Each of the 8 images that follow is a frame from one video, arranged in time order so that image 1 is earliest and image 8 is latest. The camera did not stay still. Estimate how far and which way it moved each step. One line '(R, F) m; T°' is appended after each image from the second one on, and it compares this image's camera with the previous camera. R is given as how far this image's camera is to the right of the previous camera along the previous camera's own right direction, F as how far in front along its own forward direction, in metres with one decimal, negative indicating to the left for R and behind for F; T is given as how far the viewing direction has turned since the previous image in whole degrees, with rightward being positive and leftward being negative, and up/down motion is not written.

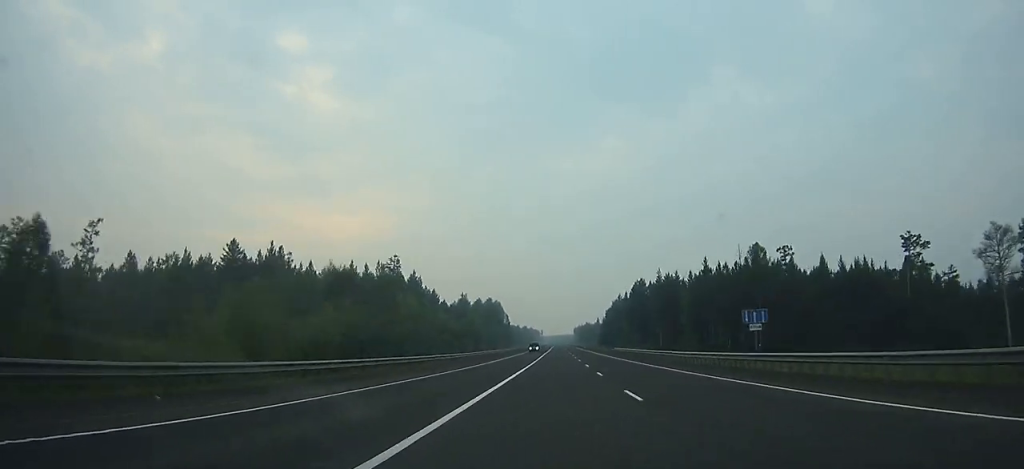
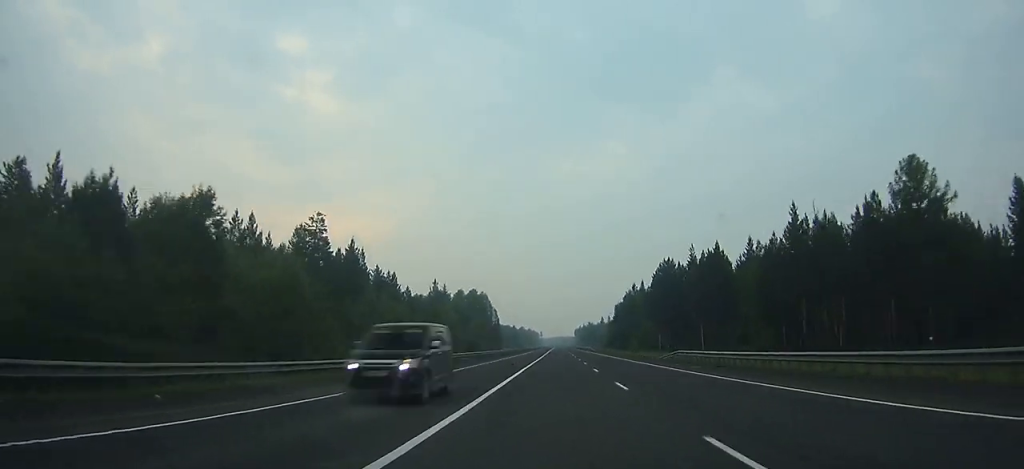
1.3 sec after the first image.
(0.0, +46.7) m; 0°
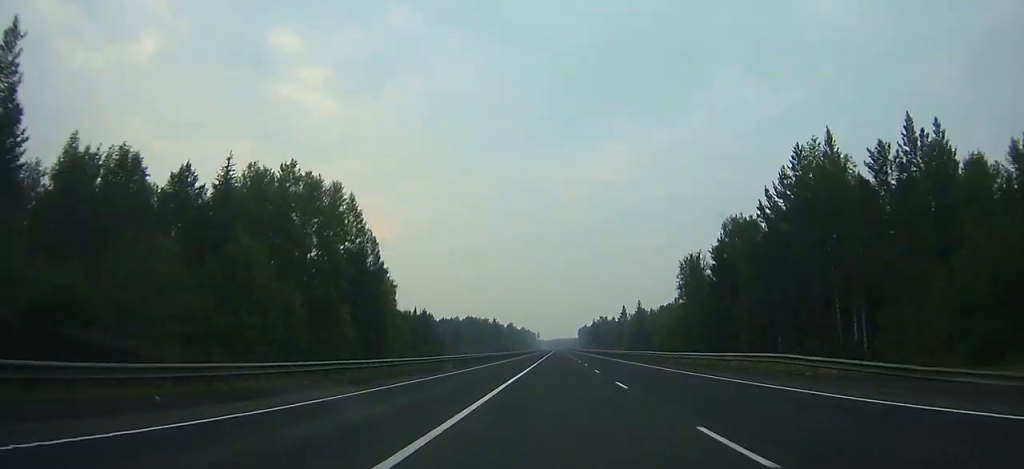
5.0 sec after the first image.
(+0.1, +128.7) m; 0°
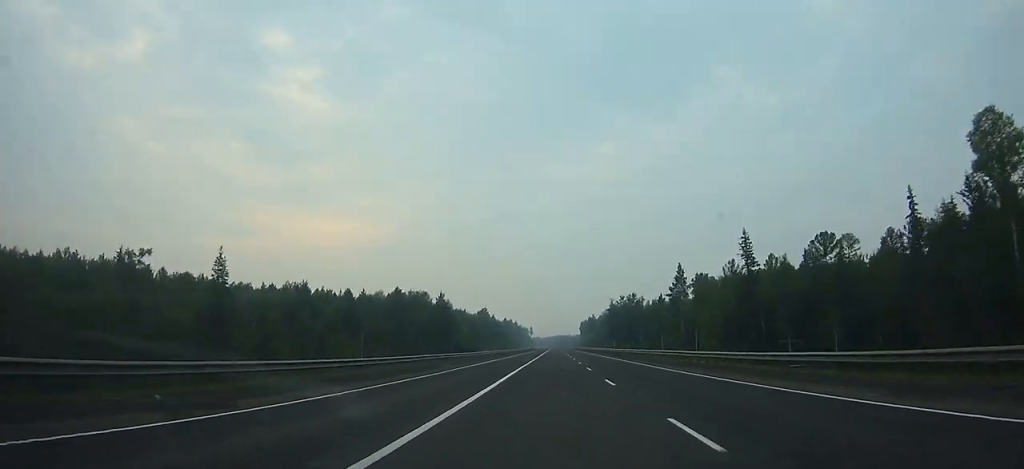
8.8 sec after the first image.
(+0.1, +127.3) m; 0°
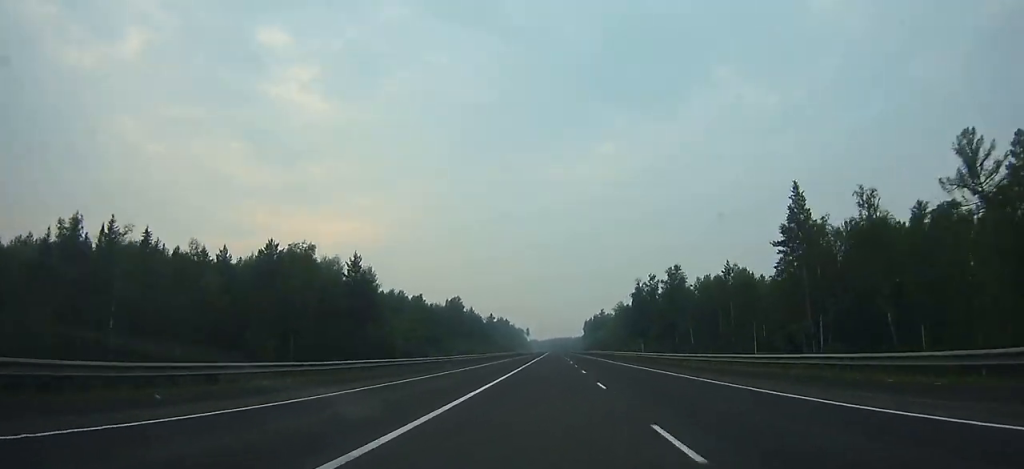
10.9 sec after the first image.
(+0.1, +70.3) m; 0°
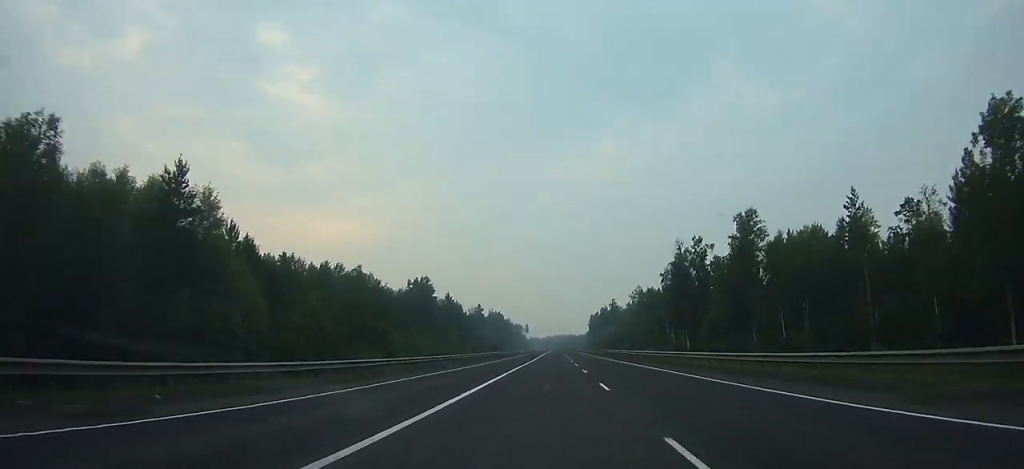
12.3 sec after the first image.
(0.0, +49.1) m; 0°
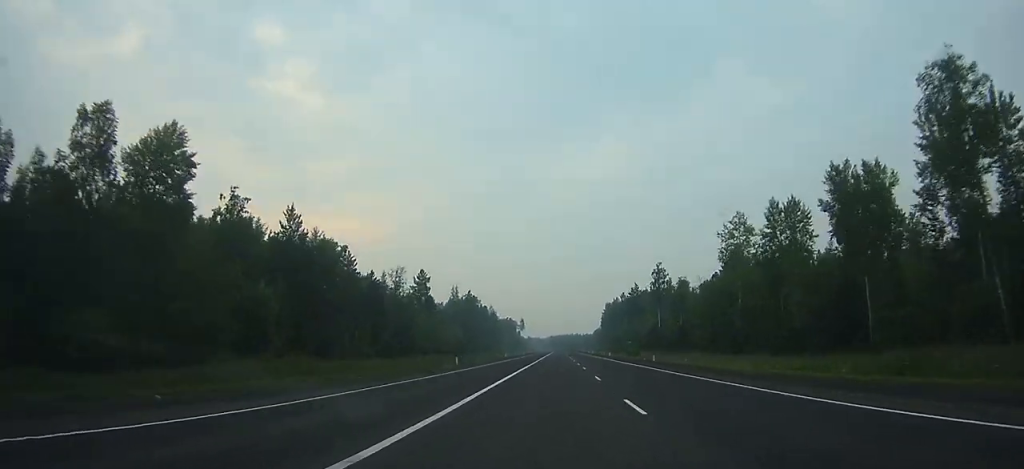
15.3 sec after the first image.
(-0.2, +104.8) m; 0°
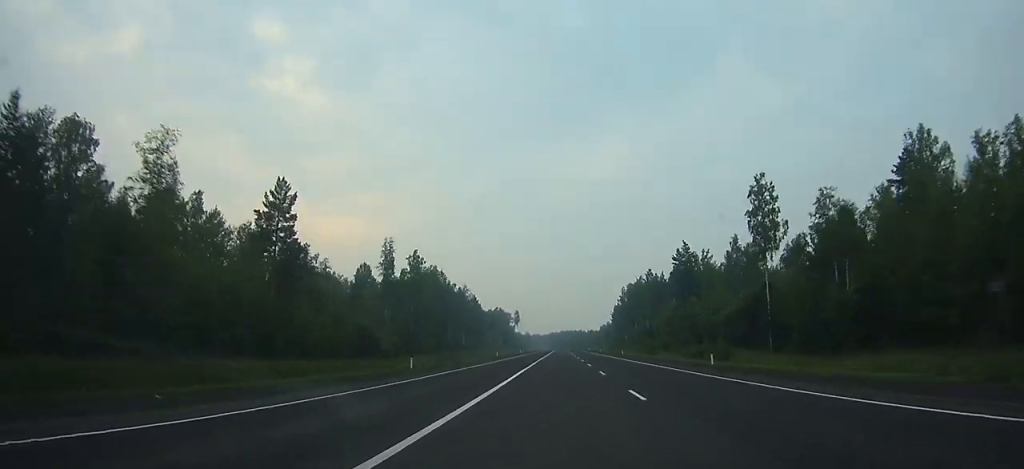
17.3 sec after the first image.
(-0.1, +69.1) m; 0°
